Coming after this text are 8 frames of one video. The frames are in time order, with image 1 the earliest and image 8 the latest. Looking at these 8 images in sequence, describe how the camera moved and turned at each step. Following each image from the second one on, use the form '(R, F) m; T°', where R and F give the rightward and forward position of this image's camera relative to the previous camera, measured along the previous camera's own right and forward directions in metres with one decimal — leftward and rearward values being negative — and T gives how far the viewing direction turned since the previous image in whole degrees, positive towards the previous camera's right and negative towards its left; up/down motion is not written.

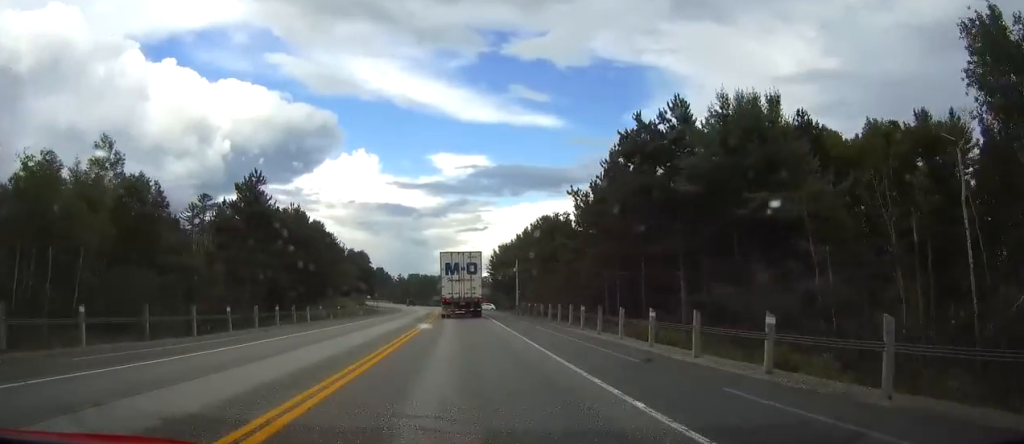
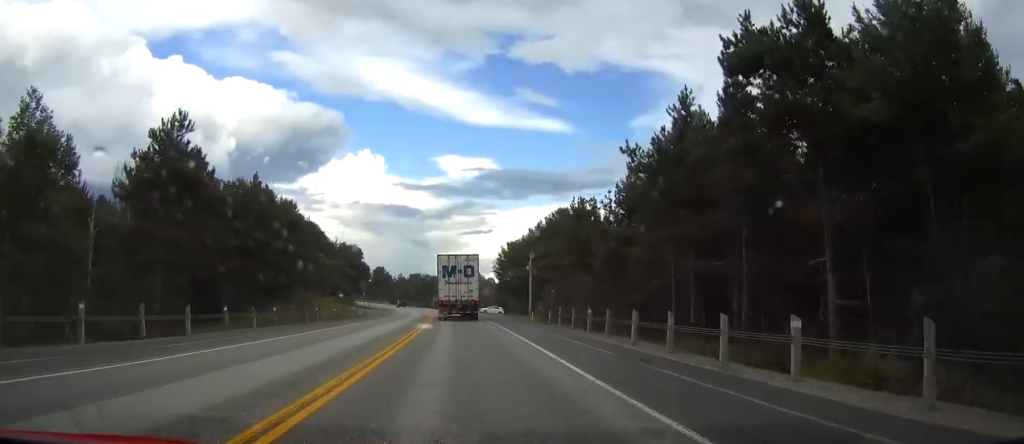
(0.0, +18.7) m; 0°
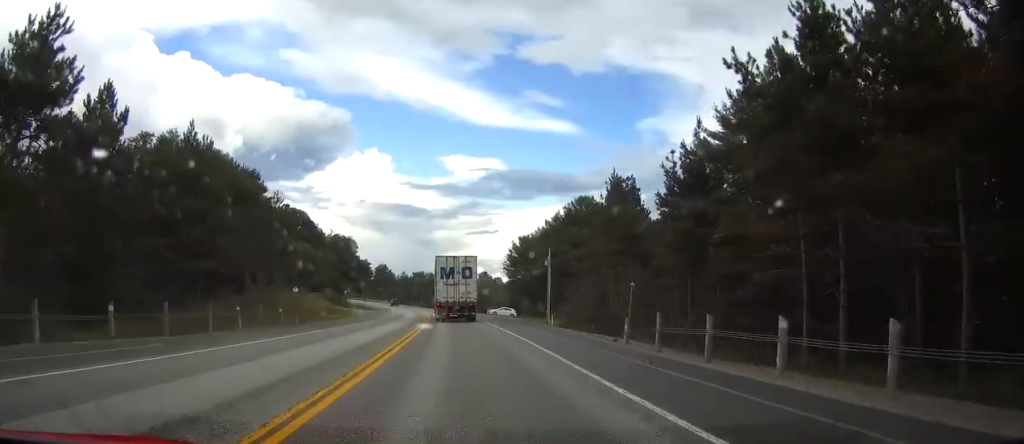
(-0.1, +16.8) m; -1°
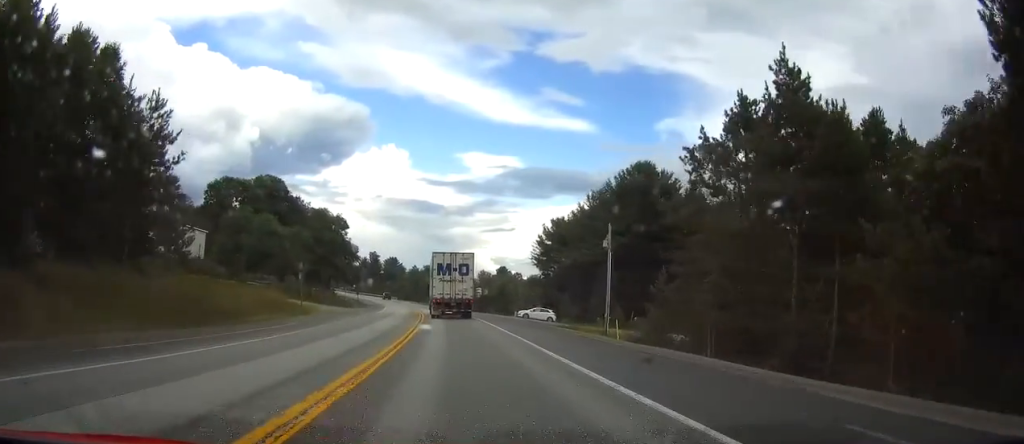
(-0.3, +30.0) m; -1°
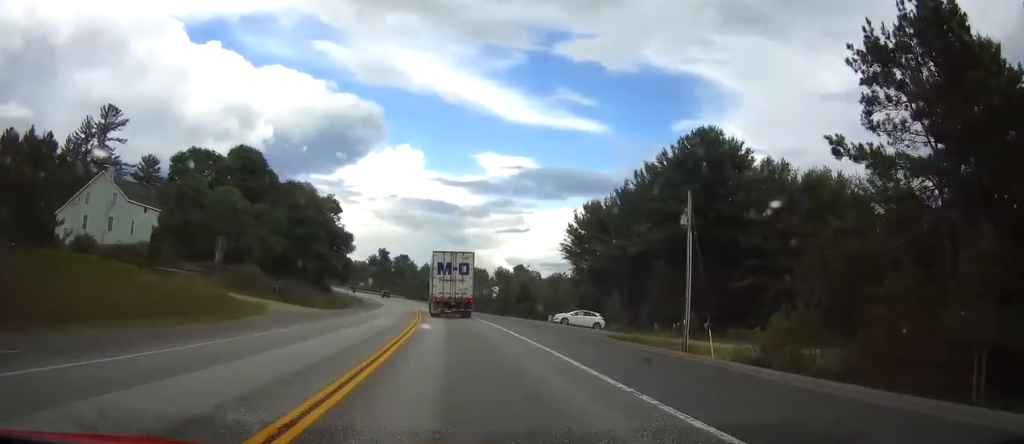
(0.0, +19.6) m; -1°
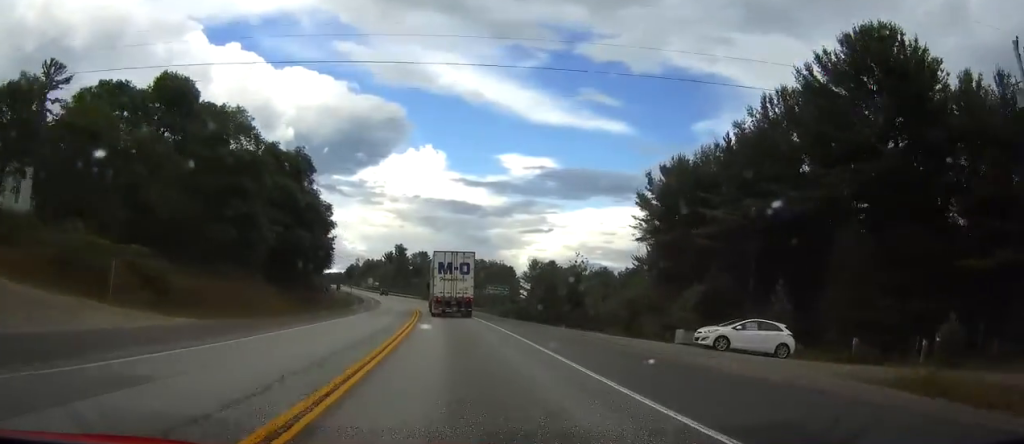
(-0.6, +30.7) m; -2°
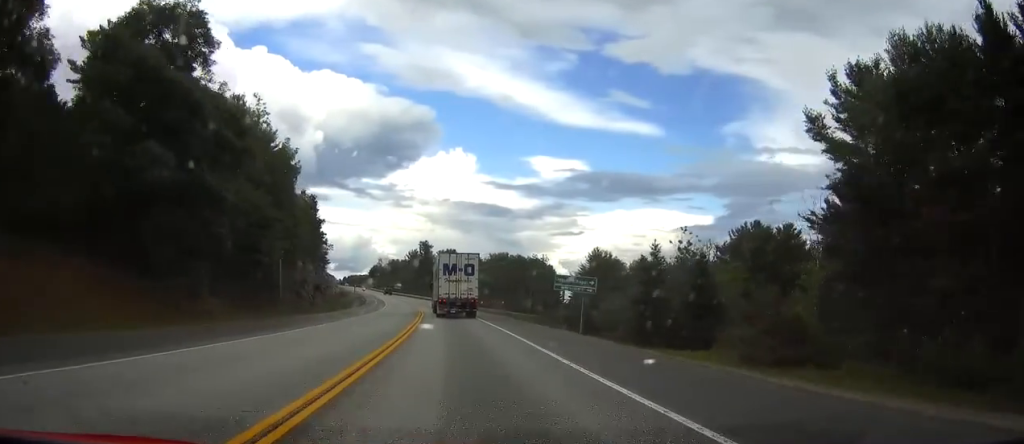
(-0.7, +35.1) m; -2°
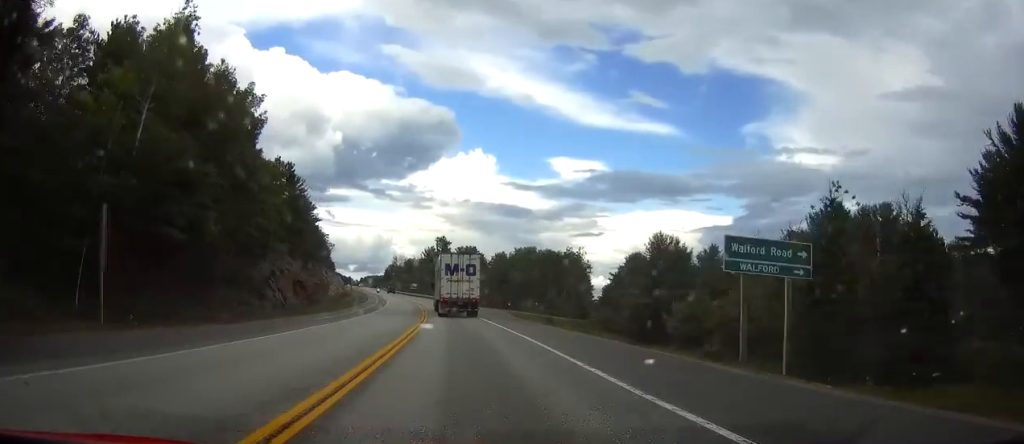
(-0.3, +24.0) m; -1°
